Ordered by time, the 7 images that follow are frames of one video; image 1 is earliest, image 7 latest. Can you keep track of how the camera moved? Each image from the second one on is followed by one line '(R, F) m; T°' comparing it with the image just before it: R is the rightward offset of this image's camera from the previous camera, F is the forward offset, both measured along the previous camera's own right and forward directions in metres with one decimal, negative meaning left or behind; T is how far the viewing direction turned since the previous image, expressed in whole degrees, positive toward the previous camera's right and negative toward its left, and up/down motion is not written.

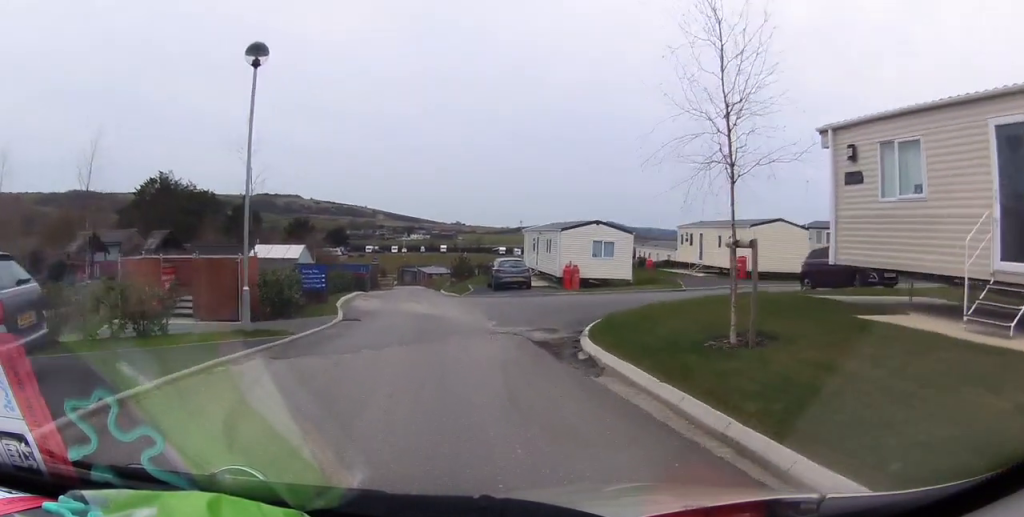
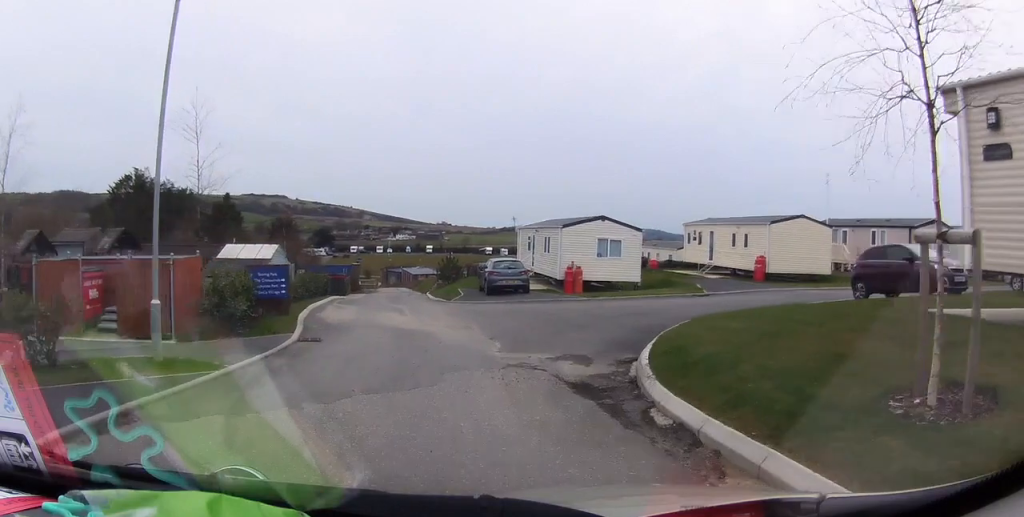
(-0.3, +3.6) m; +1°
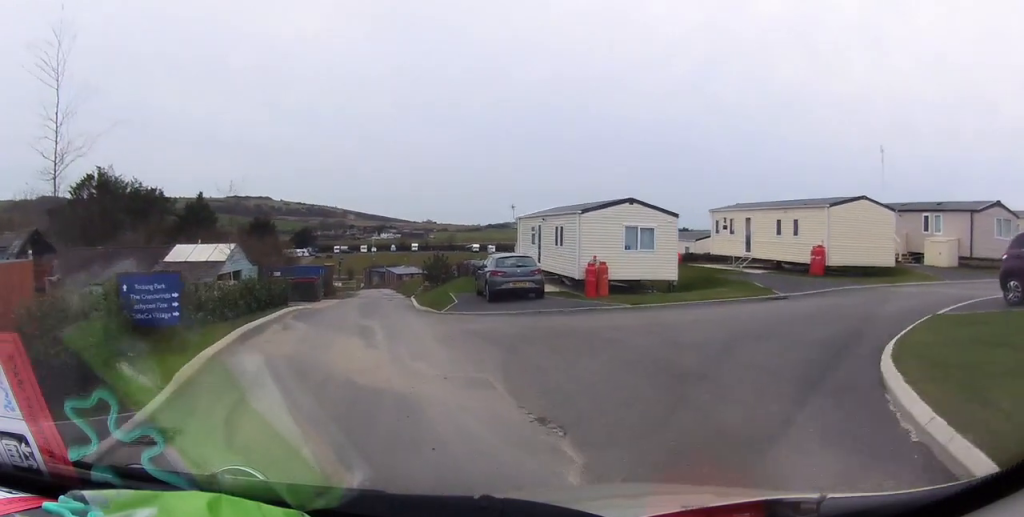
(+0.6, +6.5) m; +5°
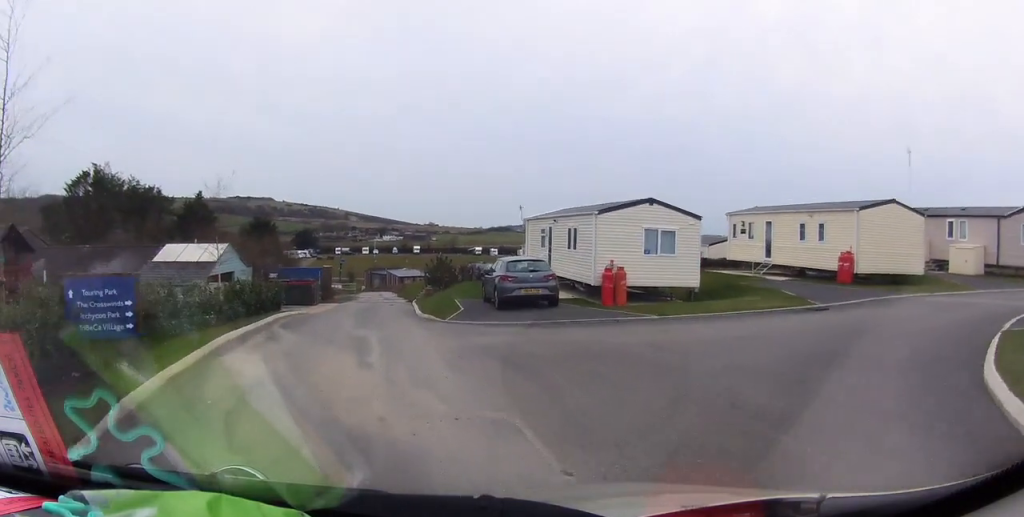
(+0.1, +1.9) m; -4°
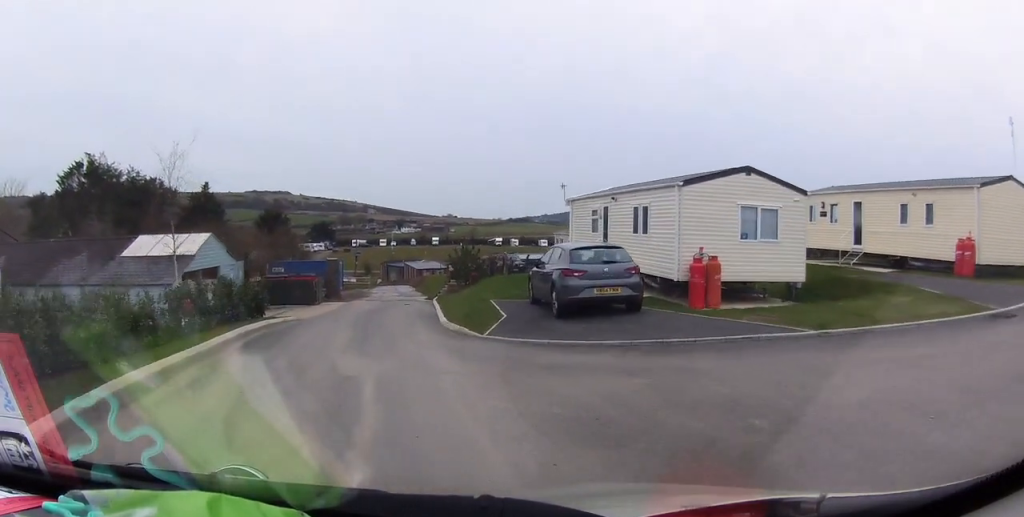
(-0.5, +5.6) m; -3°
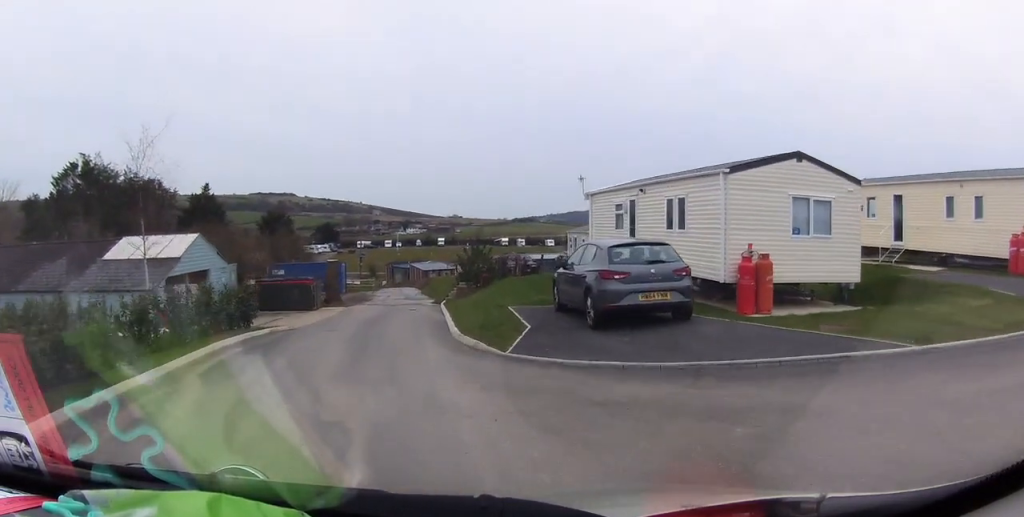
(+0.3, +2.1) m; +1°
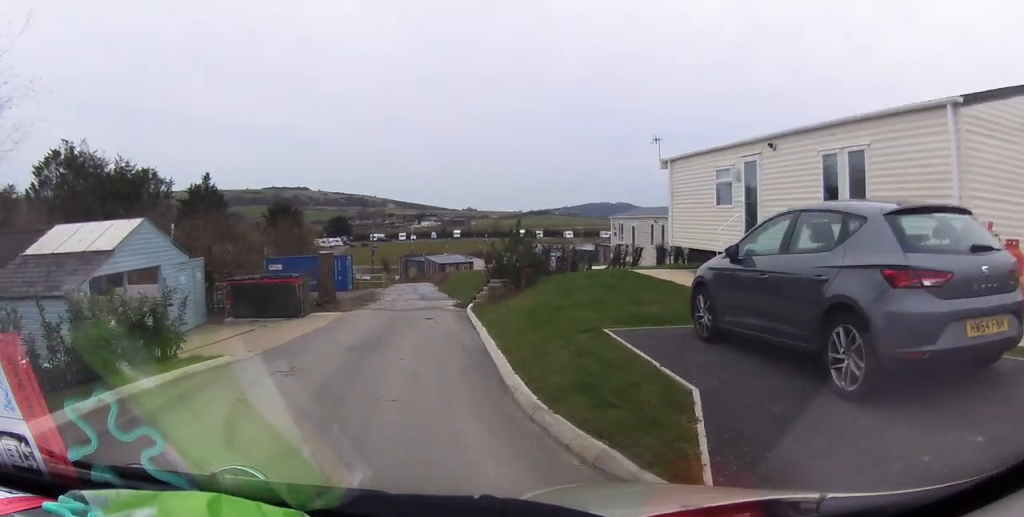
(-0.8, +6.1) m; -10°
